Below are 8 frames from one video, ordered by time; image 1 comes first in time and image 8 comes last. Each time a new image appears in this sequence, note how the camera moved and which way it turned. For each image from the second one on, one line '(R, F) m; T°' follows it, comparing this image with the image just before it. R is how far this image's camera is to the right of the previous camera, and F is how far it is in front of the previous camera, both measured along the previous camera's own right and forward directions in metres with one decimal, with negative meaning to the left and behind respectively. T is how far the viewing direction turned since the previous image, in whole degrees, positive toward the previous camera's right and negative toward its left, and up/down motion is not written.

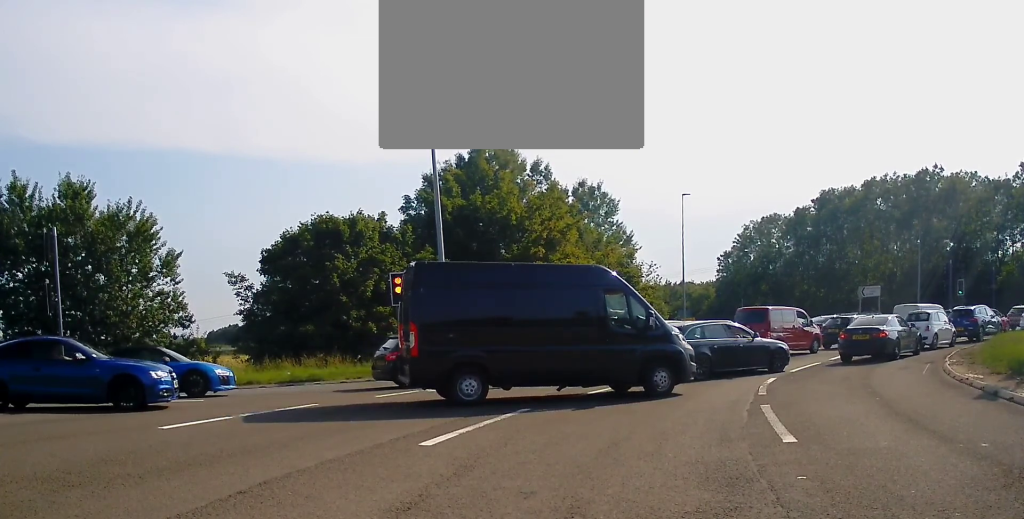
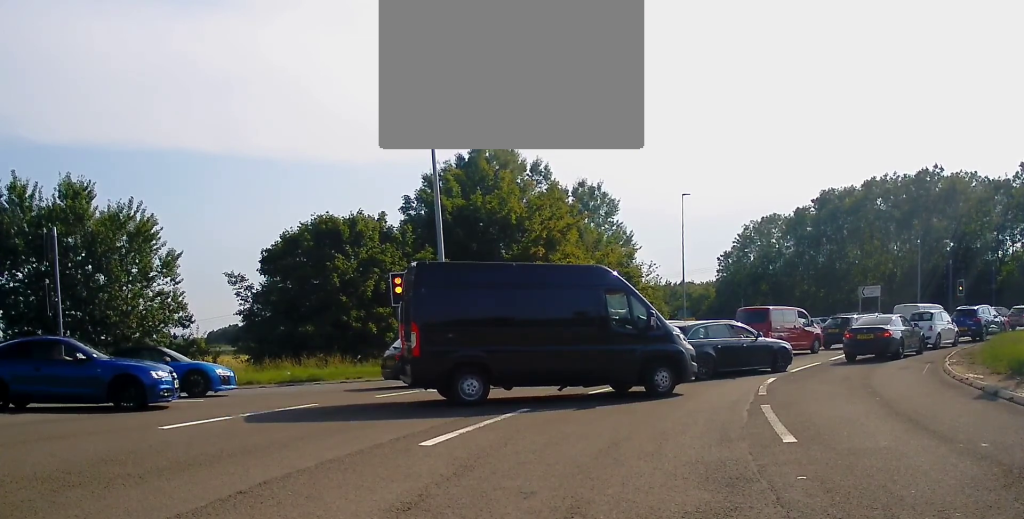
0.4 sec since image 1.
(0.0, 0.0) m; 0°
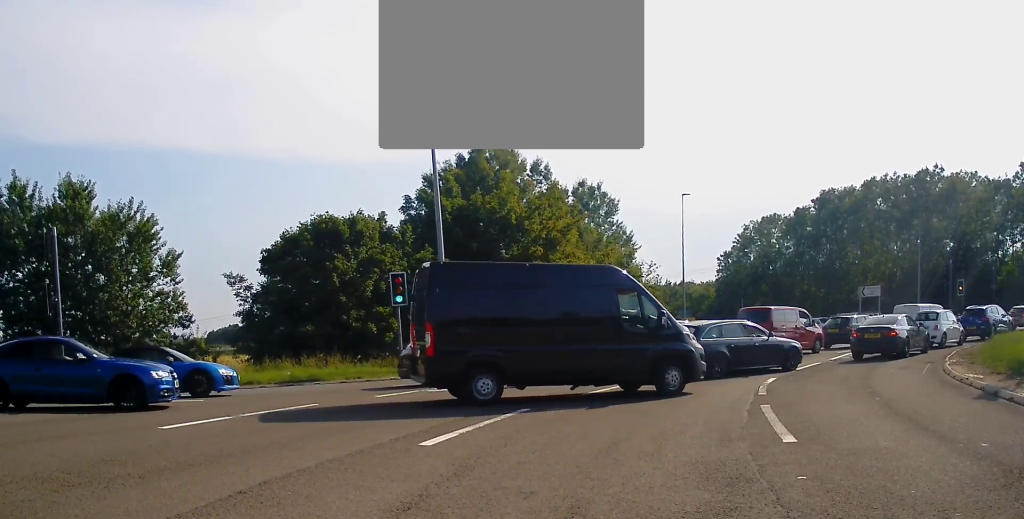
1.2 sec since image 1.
(0.0, 0.0) m; 0°
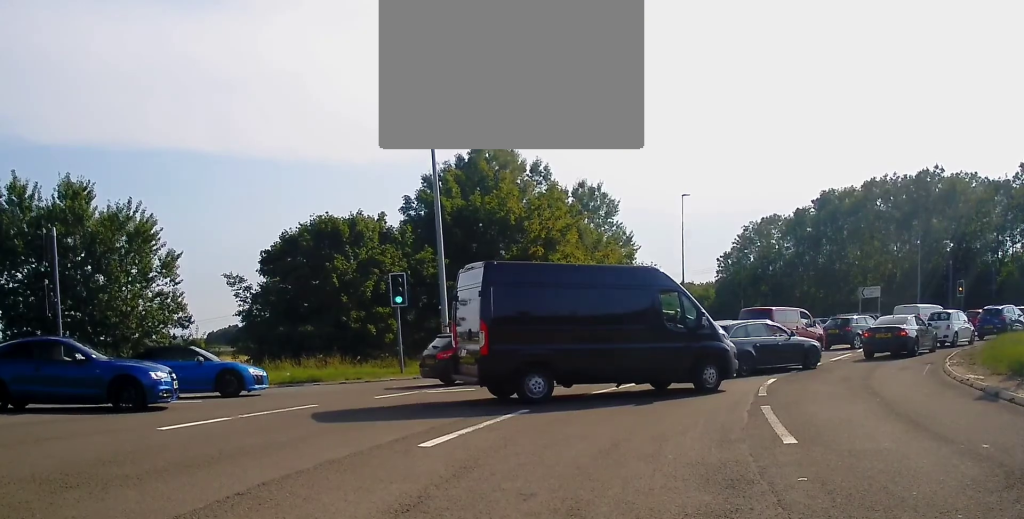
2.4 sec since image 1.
(0.0, +0.1) m; 0°
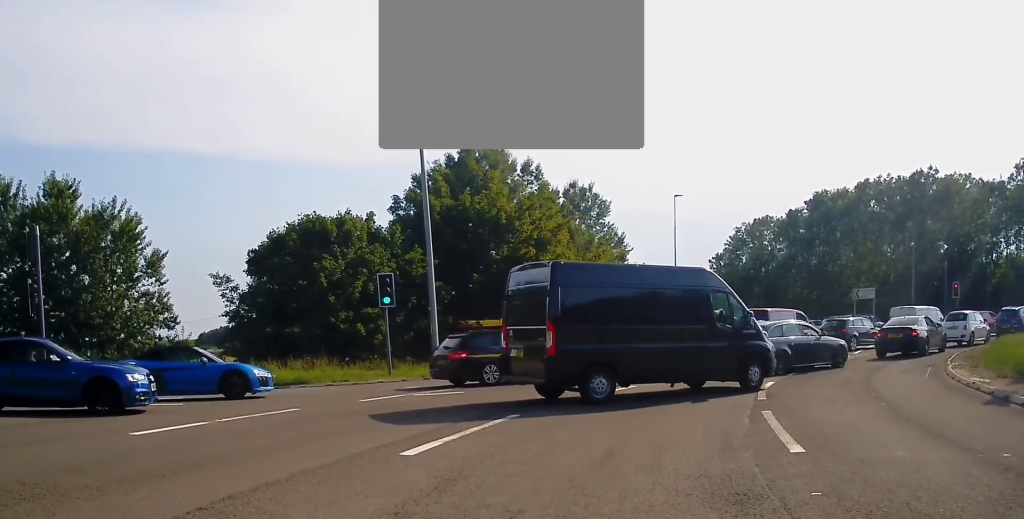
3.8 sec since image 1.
(+0.1, +1.0) m; 0°
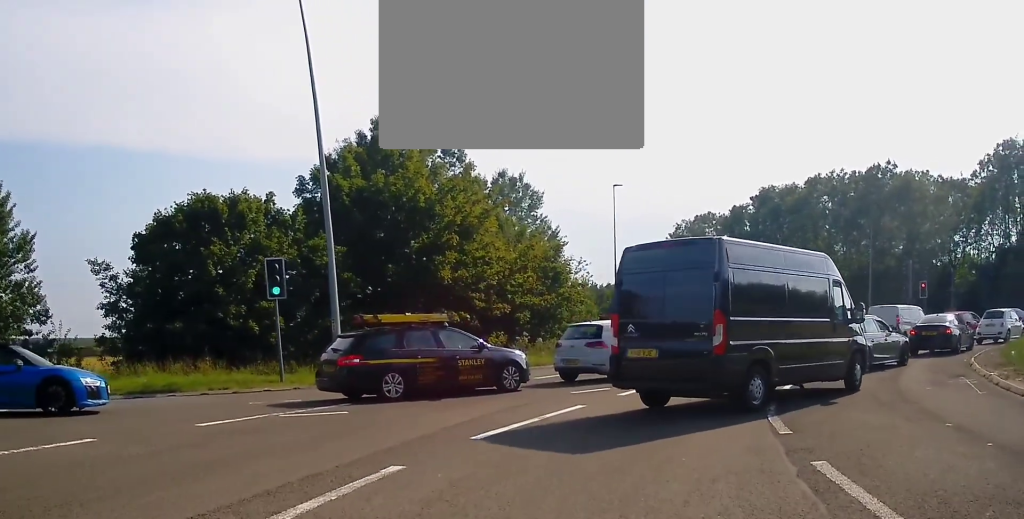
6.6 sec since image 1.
(+0.7, +4.8) m; +9°
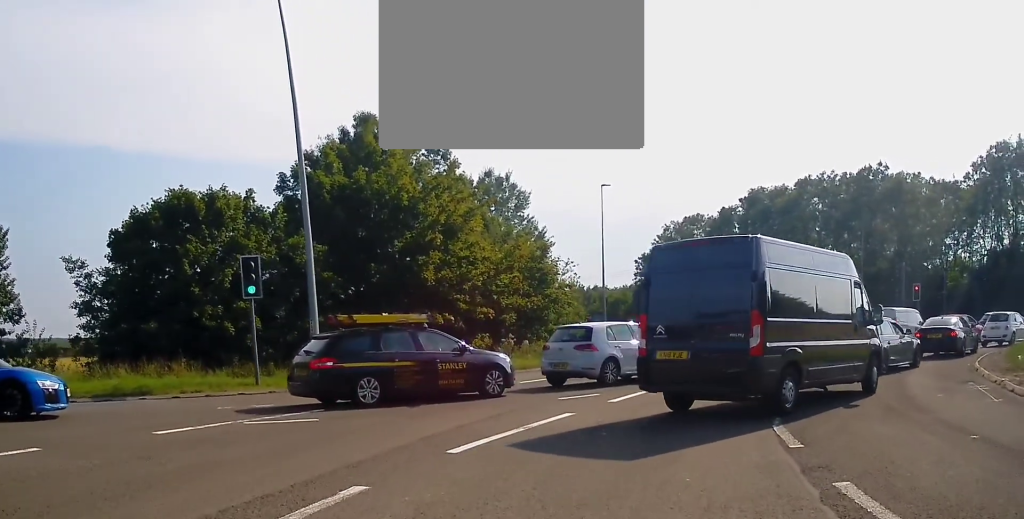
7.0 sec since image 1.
(-0.2, +1.0) m; -3°
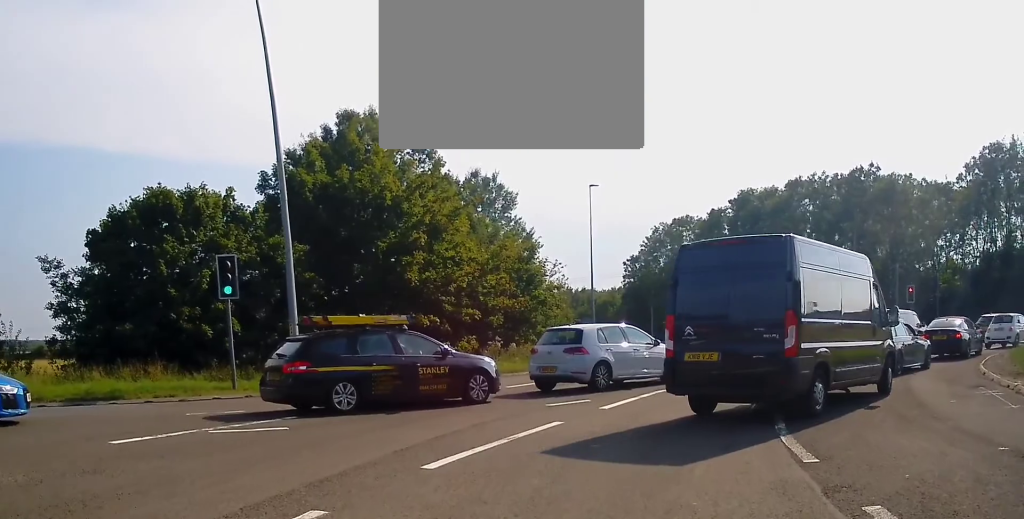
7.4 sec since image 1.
(-0.1, +0.9) m; -2°
